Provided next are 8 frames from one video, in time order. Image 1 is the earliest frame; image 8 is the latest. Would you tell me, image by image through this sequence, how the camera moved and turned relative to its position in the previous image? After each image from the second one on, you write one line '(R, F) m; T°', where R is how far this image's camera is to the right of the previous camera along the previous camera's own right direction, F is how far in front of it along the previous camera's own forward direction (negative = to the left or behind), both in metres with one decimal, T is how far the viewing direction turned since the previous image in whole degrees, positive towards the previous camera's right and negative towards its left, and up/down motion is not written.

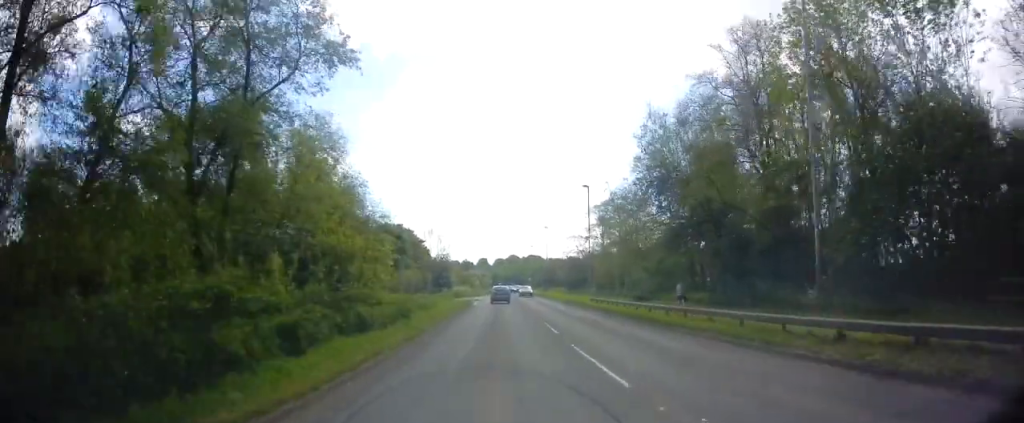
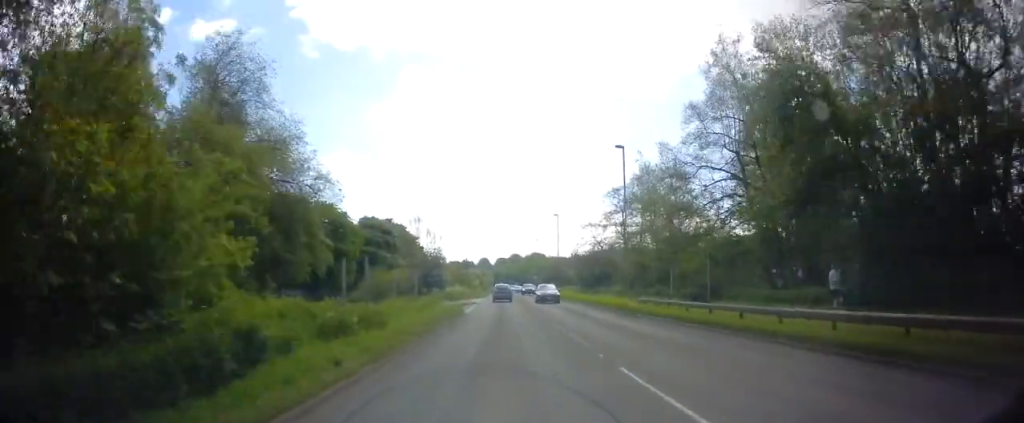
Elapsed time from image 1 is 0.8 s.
(0.0, +13.8) m; 0°
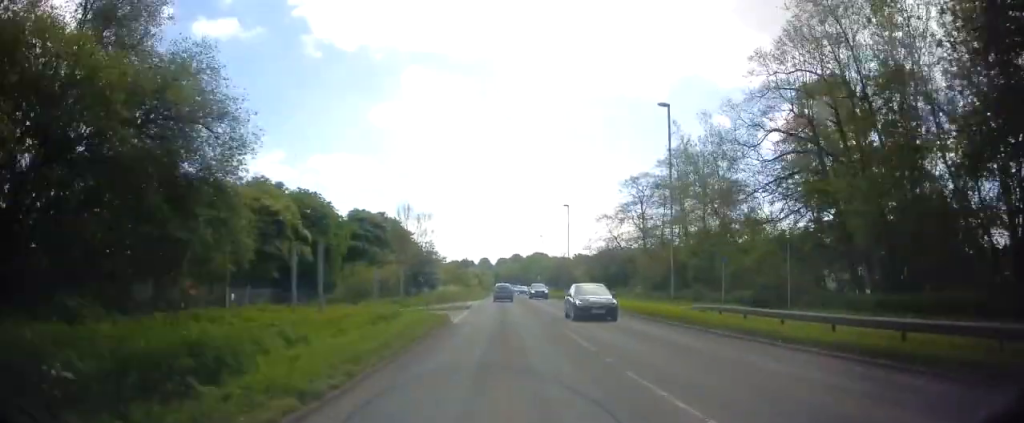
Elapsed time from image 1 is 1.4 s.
(-0.1, +9.3) m; 0°
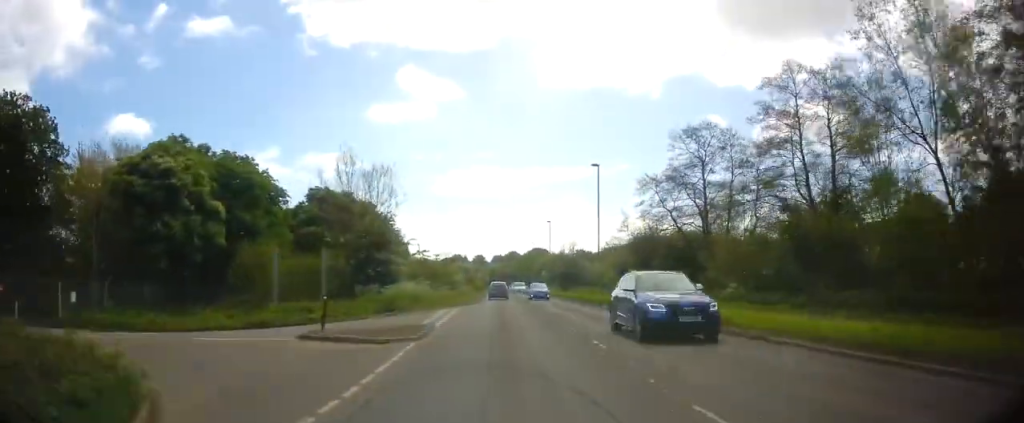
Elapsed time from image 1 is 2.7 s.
(+0.1, +21.2) m; 0°
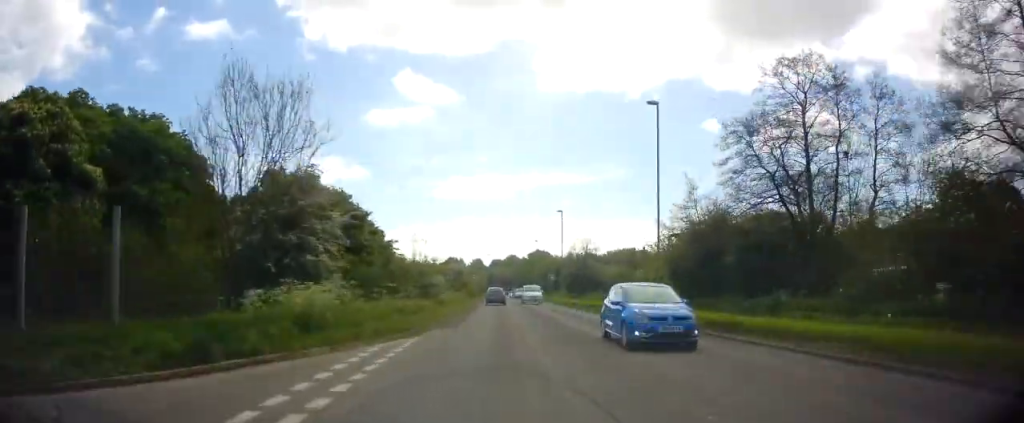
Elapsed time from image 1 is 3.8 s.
(+0.1, +16.5) m; 0°
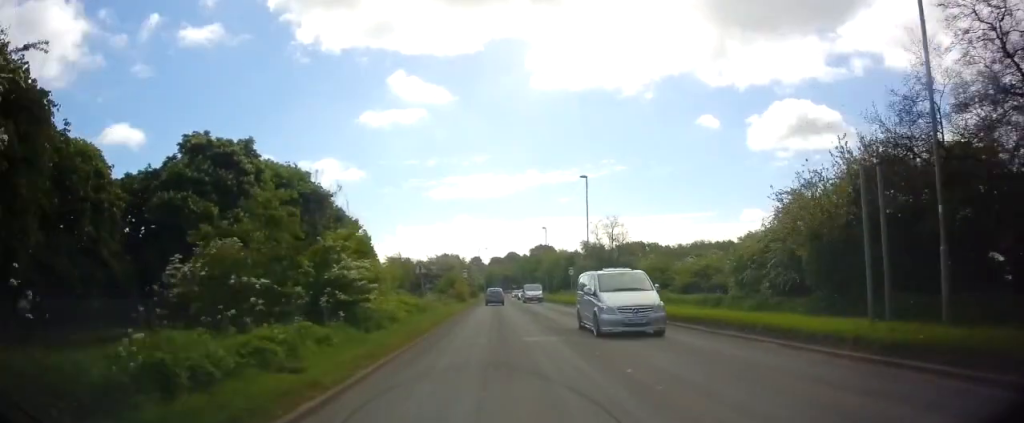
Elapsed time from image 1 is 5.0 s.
(+0.1, +18.8) m; 0°
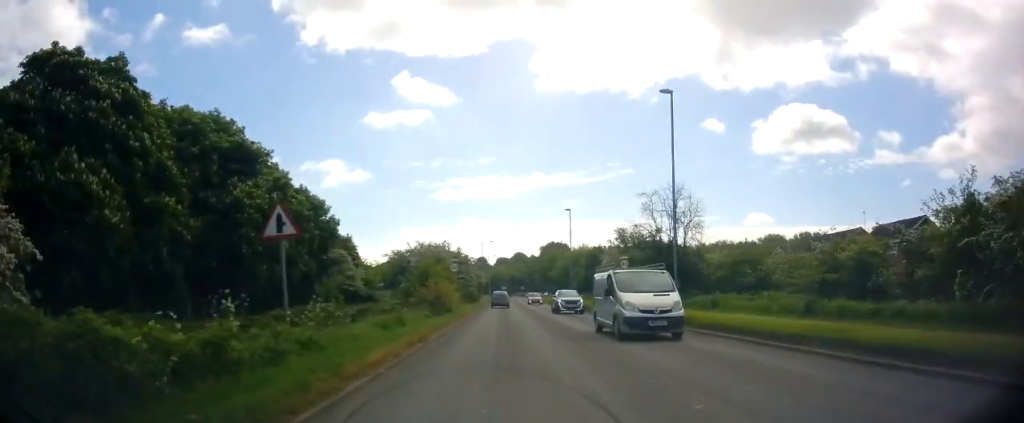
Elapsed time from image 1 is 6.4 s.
(0.0, +20.9) m; -2°
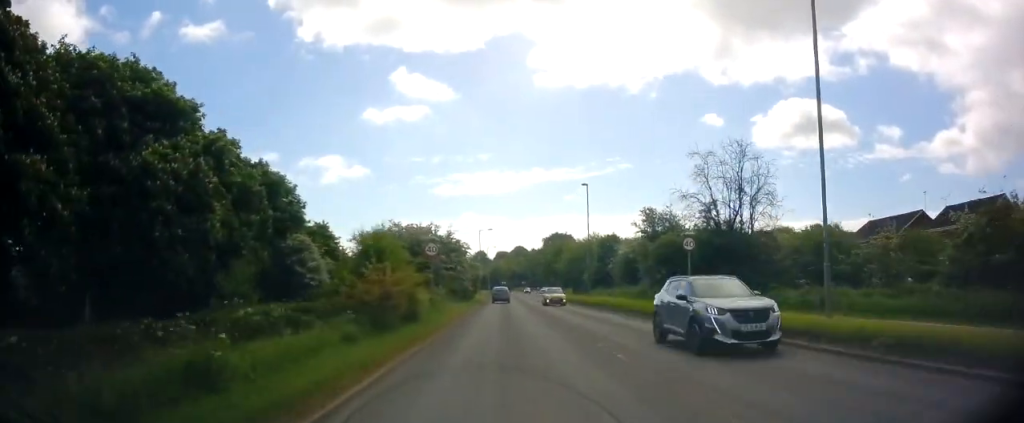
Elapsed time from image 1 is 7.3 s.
(-0.3, +12.0) m; -1°
